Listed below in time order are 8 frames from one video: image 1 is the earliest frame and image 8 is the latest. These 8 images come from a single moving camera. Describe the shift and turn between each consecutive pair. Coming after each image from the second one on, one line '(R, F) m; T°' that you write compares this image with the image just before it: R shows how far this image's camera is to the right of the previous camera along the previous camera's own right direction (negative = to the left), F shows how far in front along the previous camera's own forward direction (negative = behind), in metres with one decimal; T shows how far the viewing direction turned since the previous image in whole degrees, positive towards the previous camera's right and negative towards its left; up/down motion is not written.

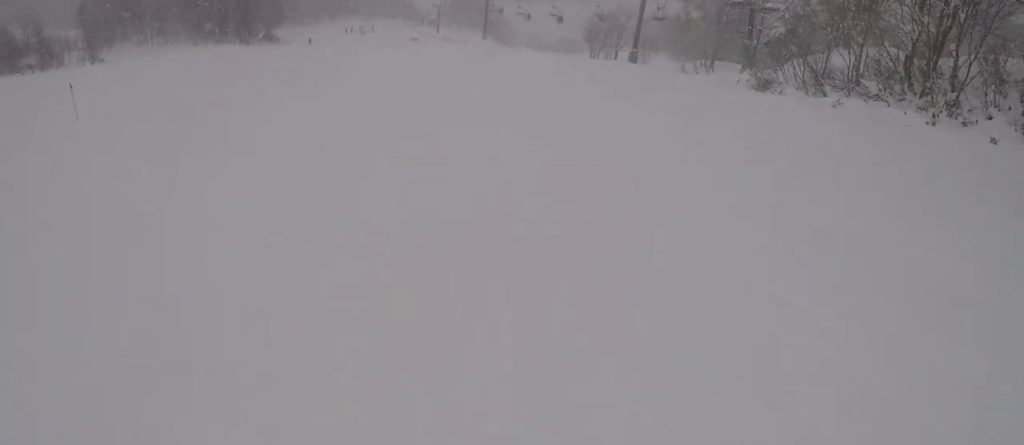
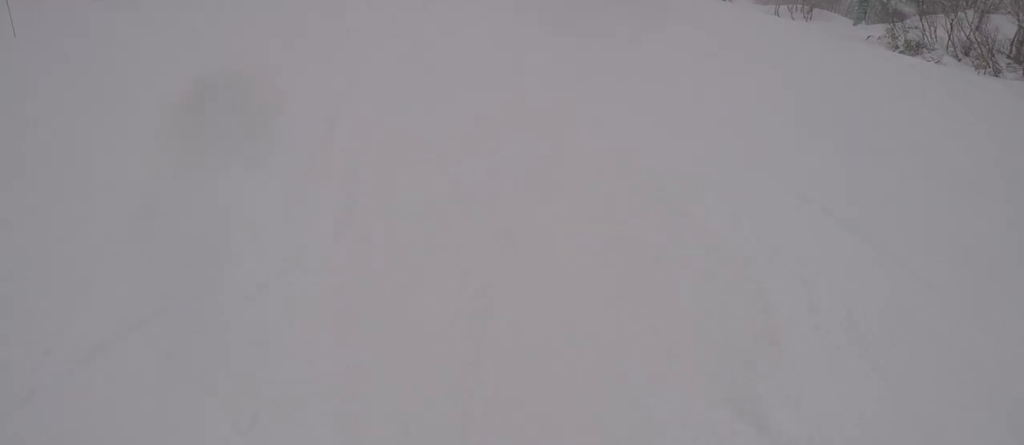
(-1.1, +8.4) m; -4°
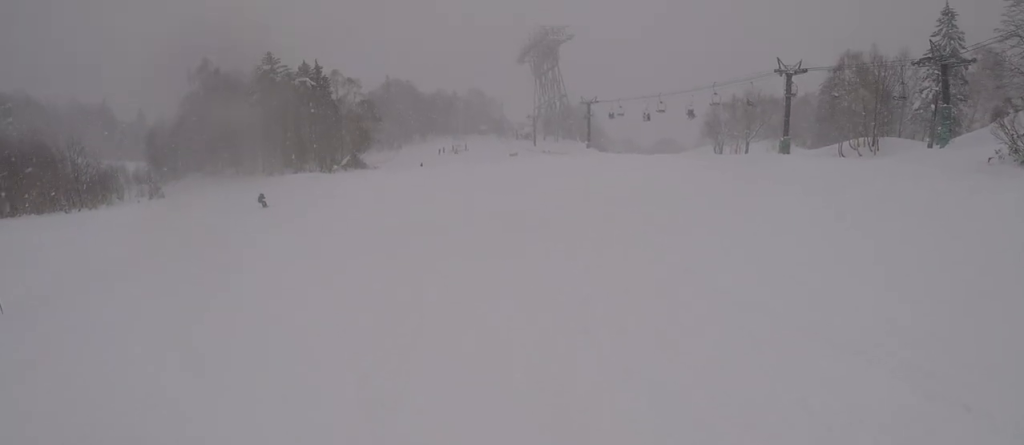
(+0.3, +7.2) m; +14°
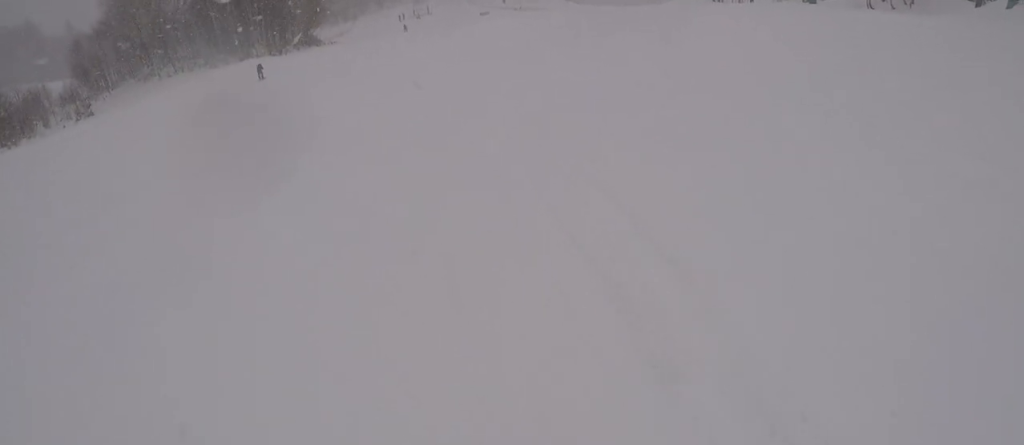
(+1.4, +7.0) m; +16°
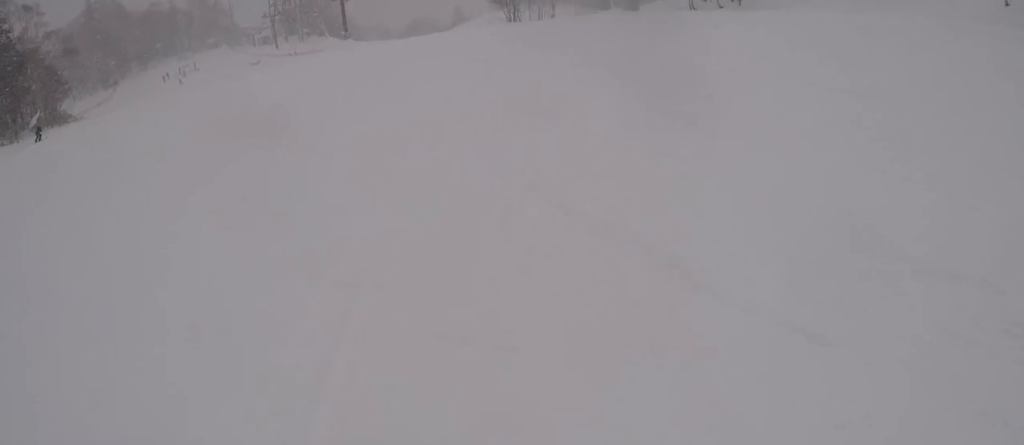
(+1.0, +9.7) m; +6°
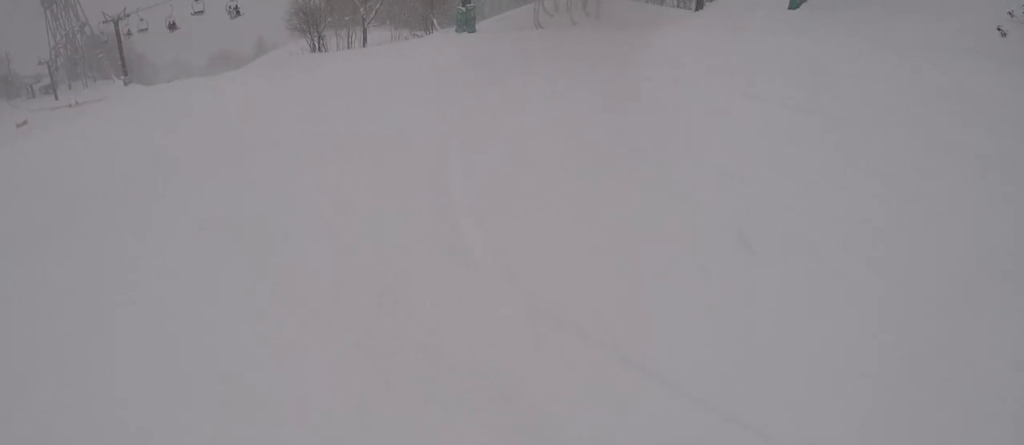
(+0.4, +9.7) m; -2°
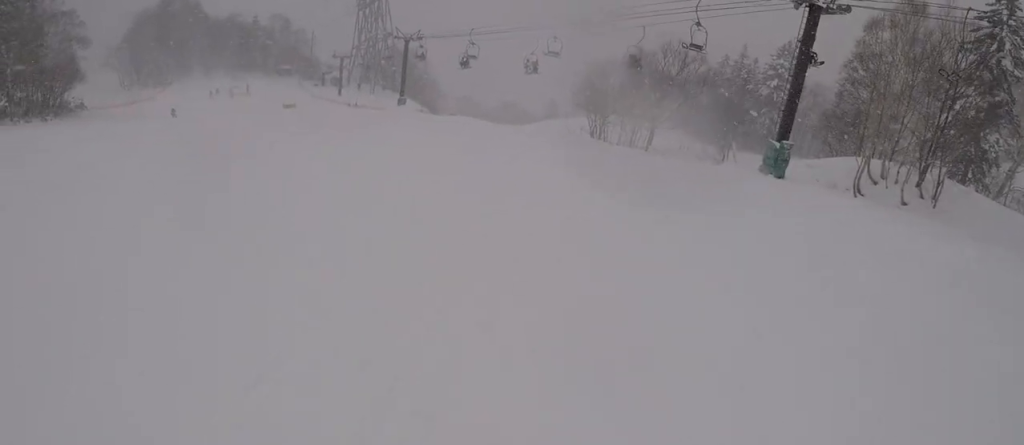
(-1.3, +7.6) m; -17°
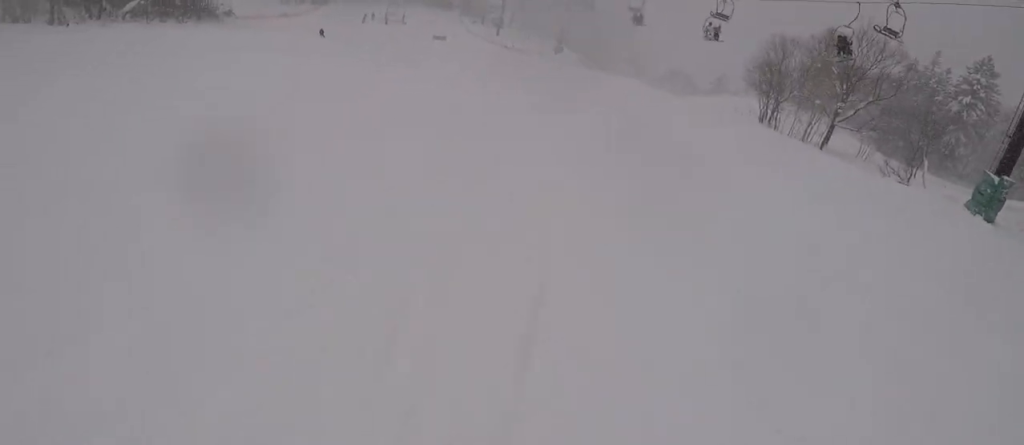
(-0.3, +4.2) m; -11°
